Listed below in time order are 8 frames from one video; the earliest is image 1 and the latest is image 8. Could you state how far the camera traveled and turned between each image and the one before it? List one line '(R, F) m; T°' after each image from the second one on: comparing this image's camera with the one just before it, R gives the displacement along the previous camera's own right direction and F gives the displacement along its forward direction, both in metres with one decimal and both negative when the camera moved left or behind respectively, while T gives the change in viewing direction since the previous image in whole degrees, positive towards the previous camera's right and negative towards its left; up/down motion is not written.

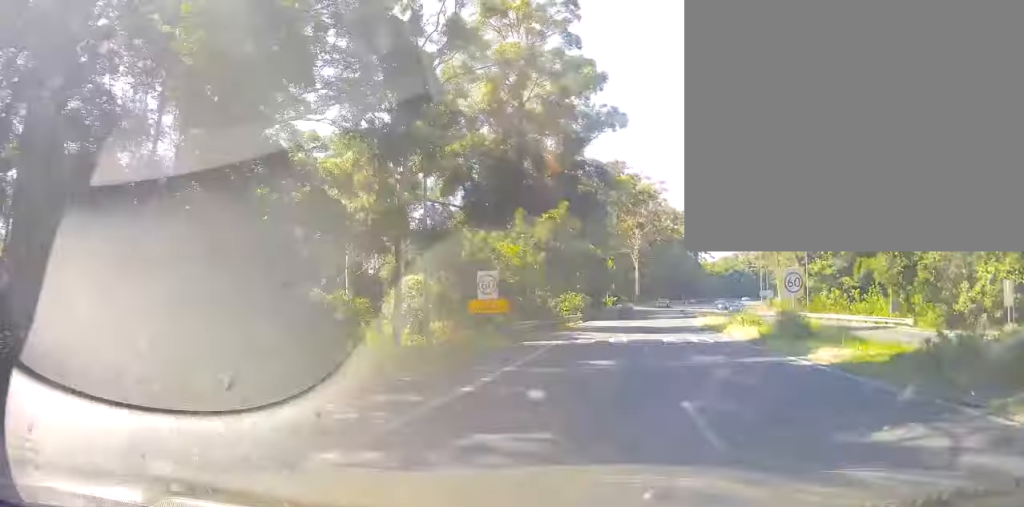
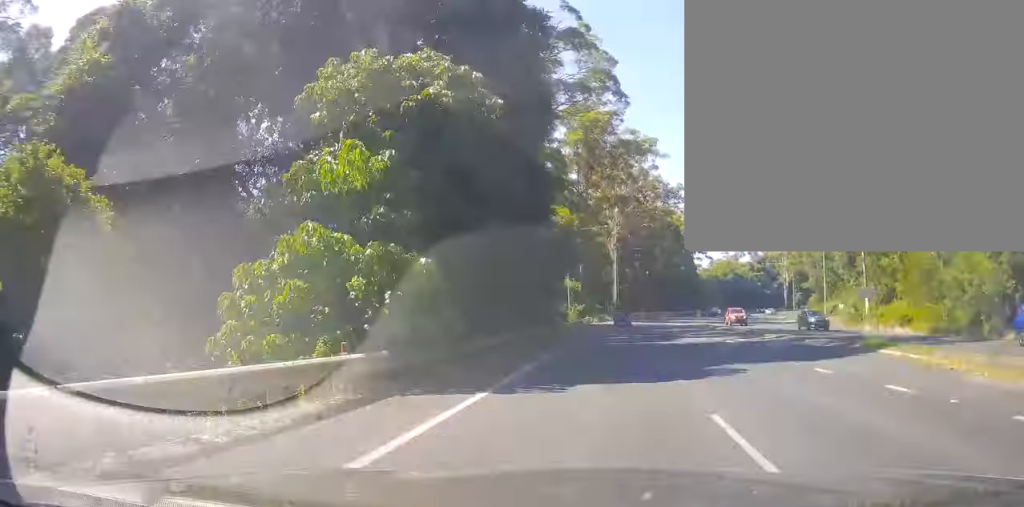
(+0.9, +47.7) m; +3°
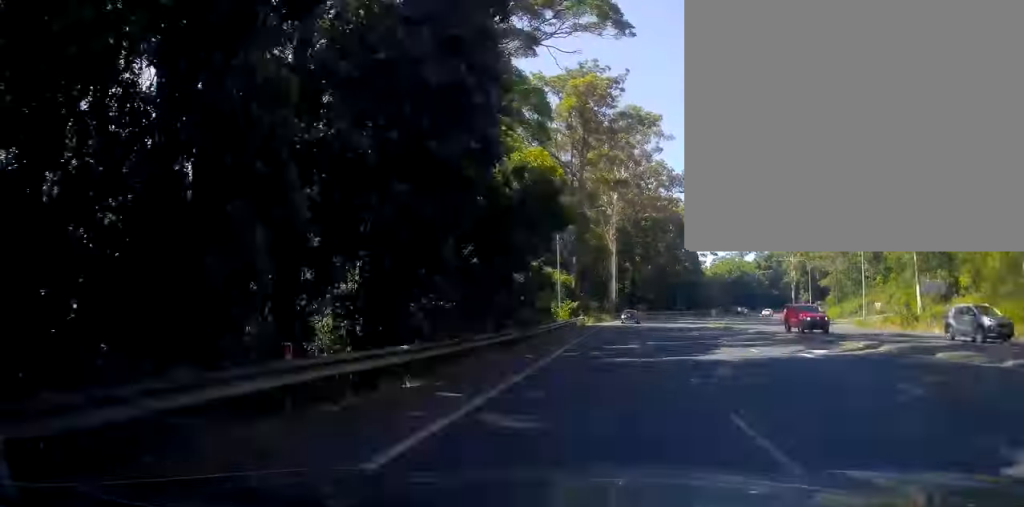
(+0.3, +12.0) m; +1°
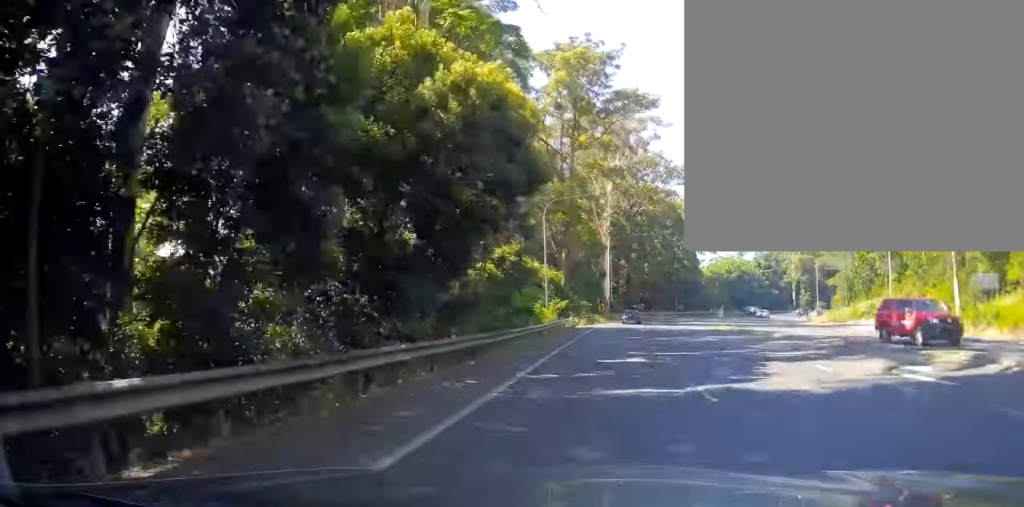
(+0.1, +7.5) m; +1°
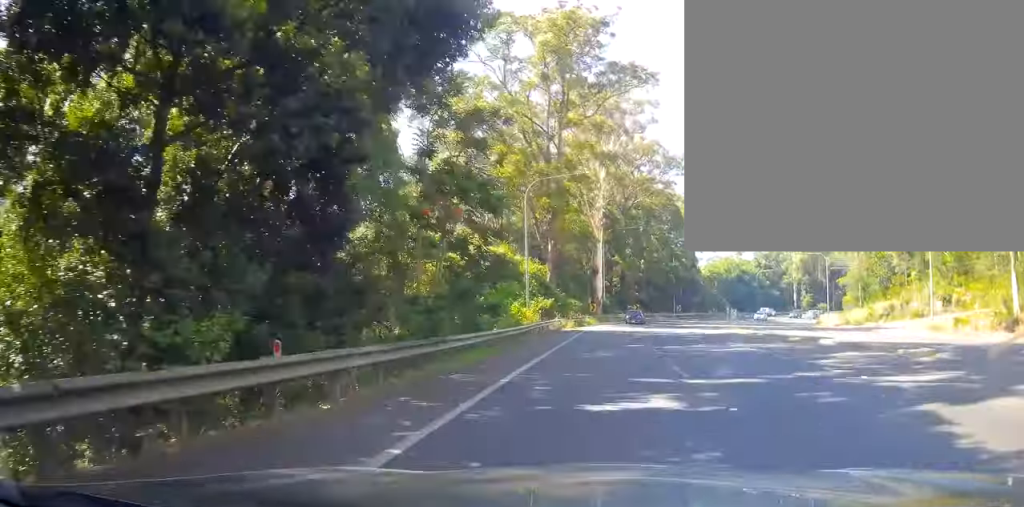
(0.0, +8.6) m; 0°
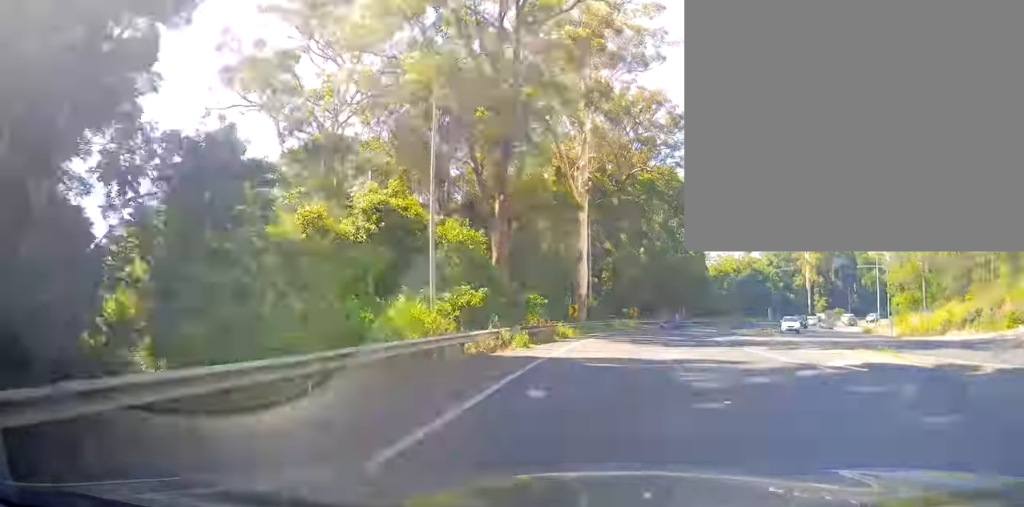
(+0.1, +23.0) m; +1°
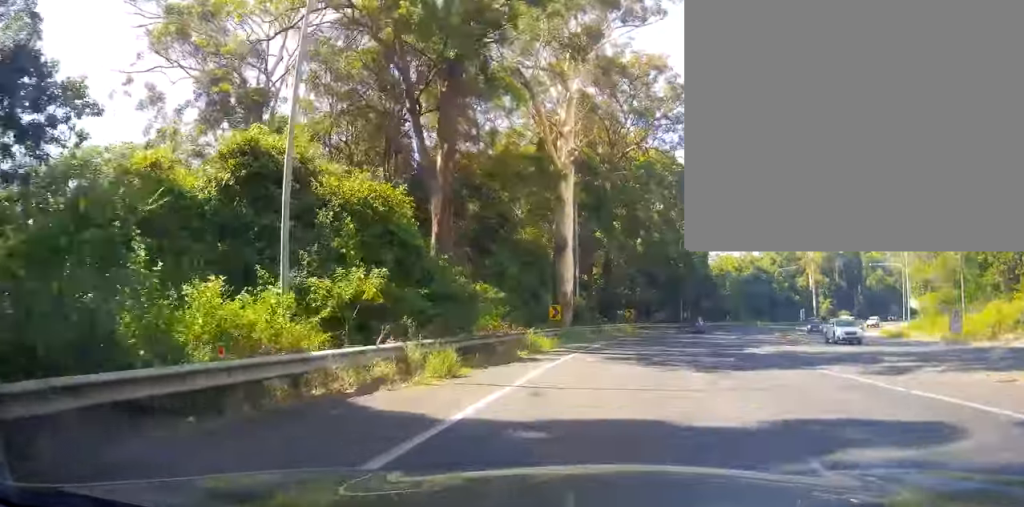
(+0.1, +10.5) m; +1°
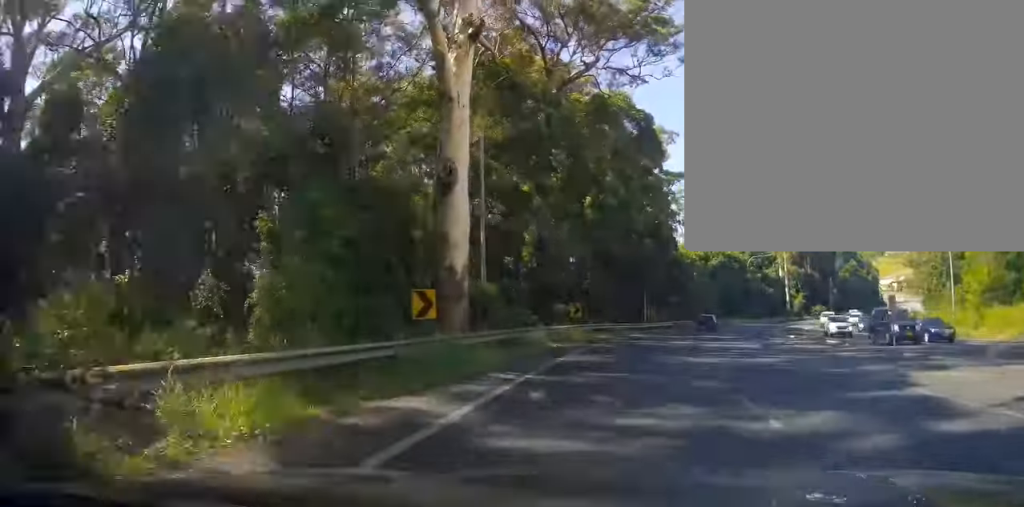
(+0.4, +19.4) m; +3°
